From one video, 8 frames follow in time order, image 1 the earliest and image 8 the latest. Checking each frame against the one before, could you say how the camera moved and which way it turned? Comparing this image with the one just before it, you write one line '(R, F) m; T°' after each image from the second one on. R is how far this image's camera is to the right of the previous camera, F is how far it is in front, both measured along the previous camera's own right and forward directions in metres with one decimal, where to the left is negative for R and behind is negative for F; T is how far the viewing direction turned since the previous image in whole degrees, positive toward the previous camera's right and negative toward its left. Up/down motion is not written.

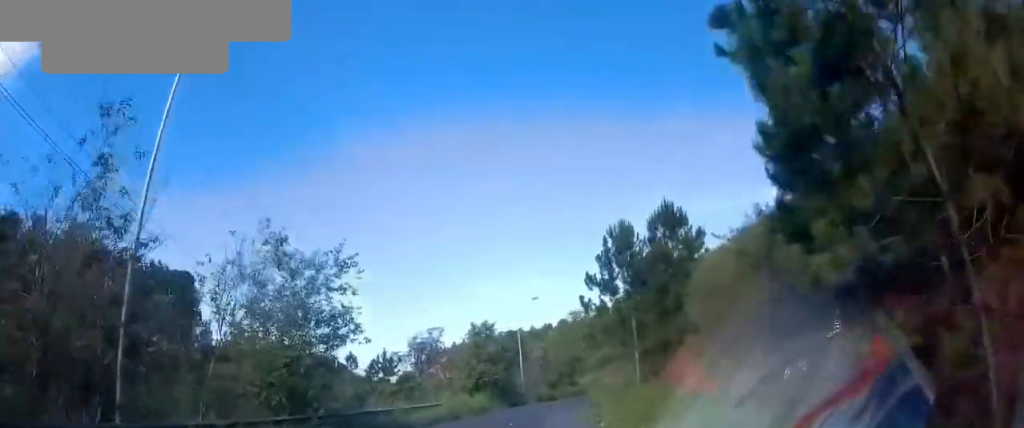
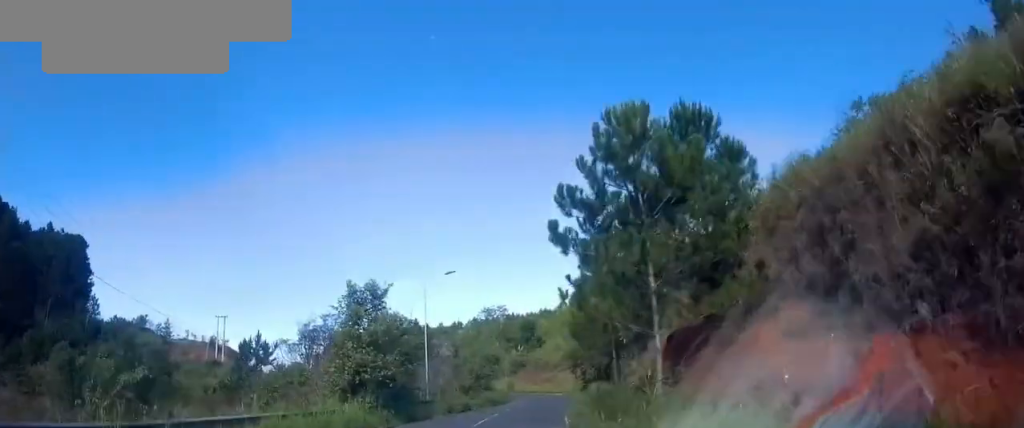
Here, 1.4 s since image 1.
(+1.4, +11.5) m; +13°
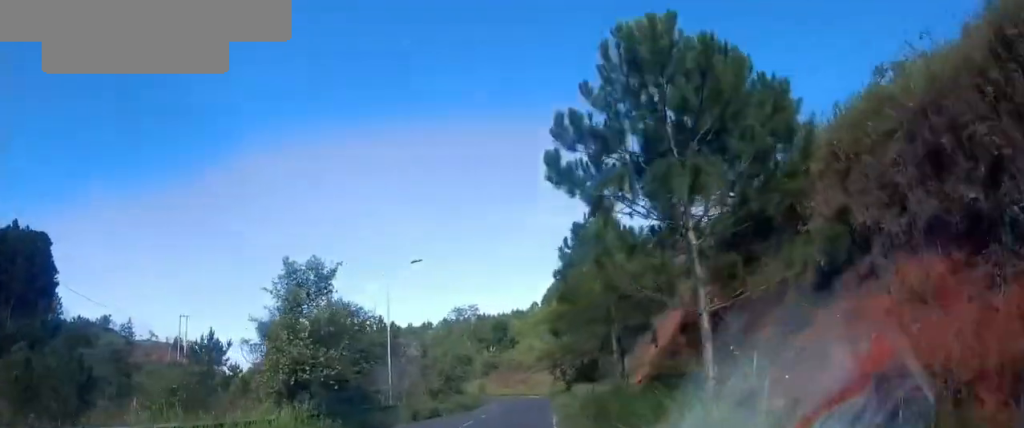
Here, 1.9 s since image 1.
(+0.1, +3.8) m; +4°
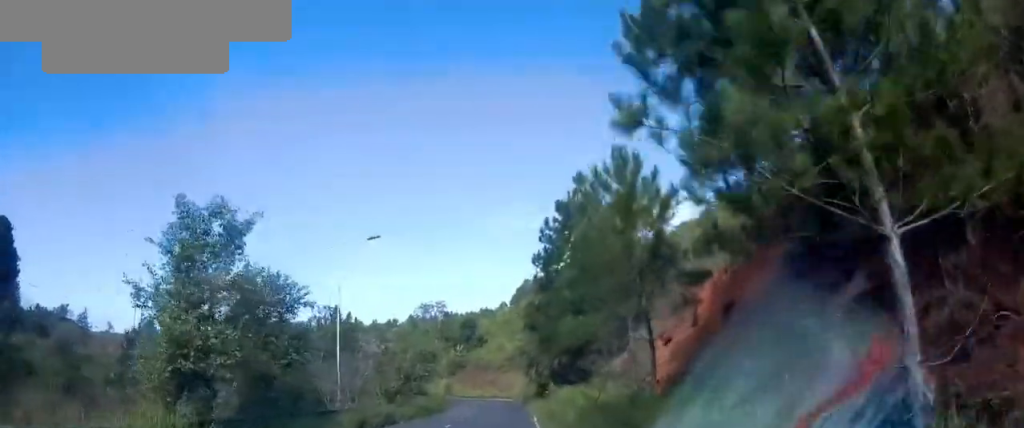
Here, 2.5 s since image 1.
(+0.1, +4.7) m; +4°
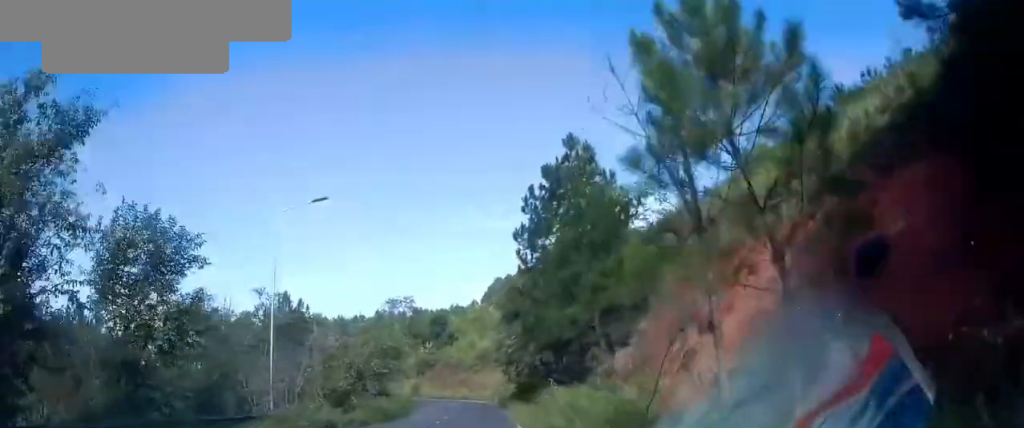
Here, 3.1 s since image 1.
(+0.2, +5.4) m; +3°
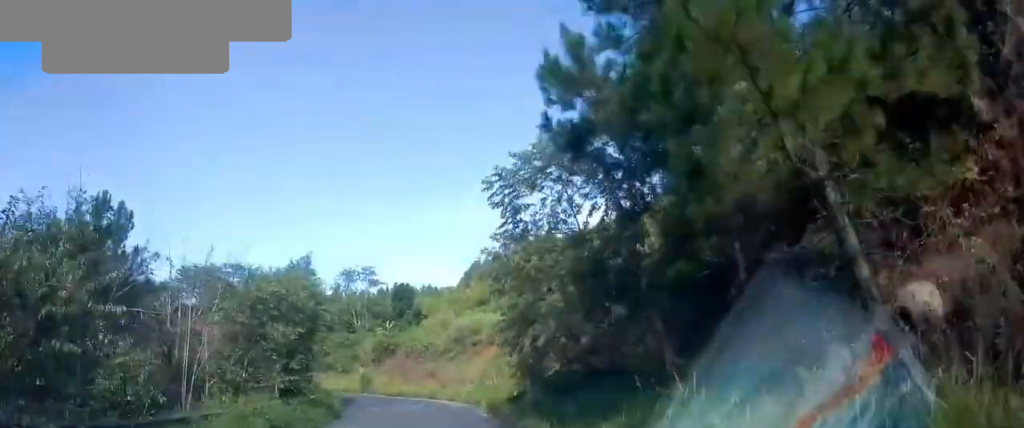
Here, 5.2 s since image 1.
(+0.7, +18.7) m; -4°
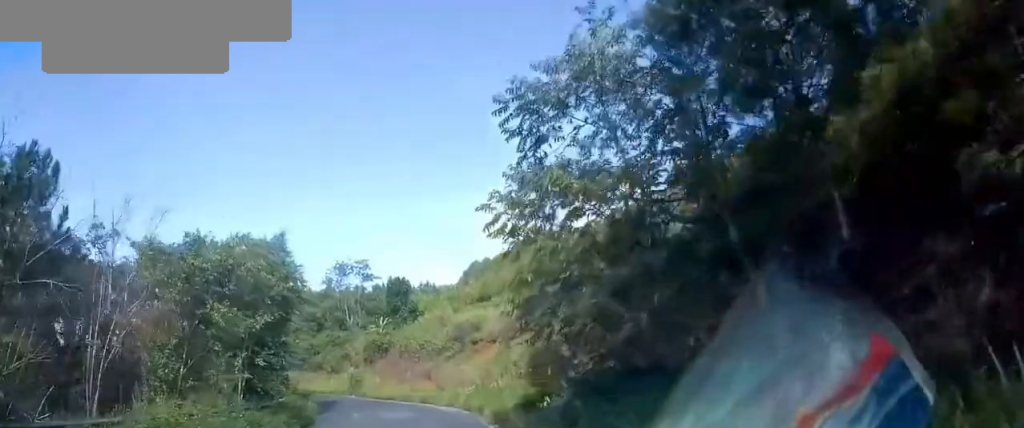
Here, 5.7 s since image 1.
(+0.4, +4.6) m; -6°
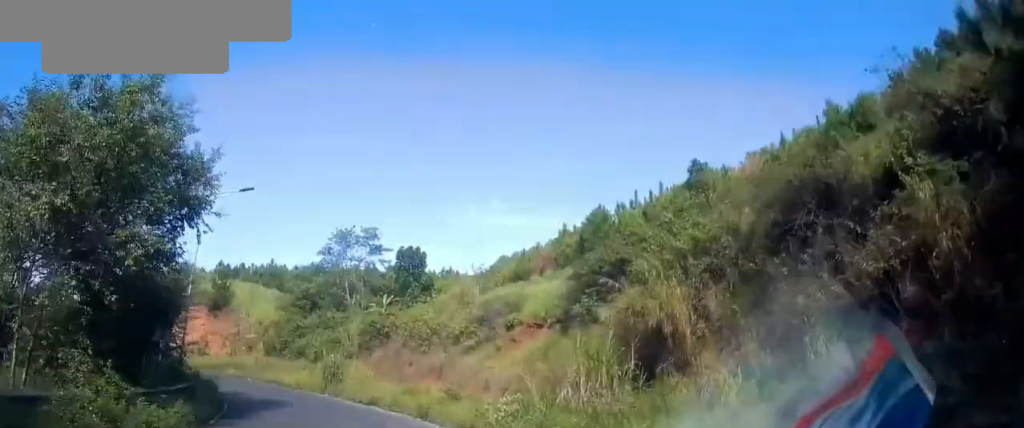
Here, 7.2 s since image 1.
(+0.5, +13.1) m; +16°
